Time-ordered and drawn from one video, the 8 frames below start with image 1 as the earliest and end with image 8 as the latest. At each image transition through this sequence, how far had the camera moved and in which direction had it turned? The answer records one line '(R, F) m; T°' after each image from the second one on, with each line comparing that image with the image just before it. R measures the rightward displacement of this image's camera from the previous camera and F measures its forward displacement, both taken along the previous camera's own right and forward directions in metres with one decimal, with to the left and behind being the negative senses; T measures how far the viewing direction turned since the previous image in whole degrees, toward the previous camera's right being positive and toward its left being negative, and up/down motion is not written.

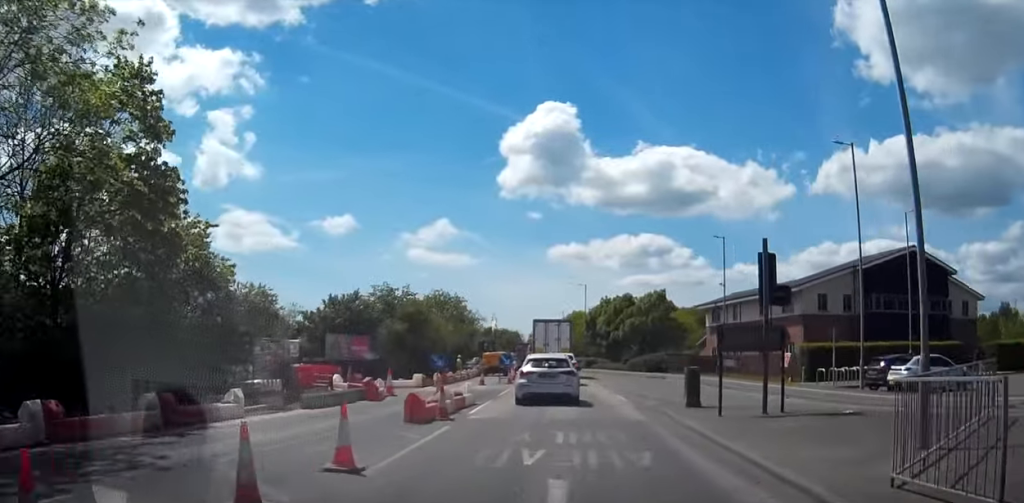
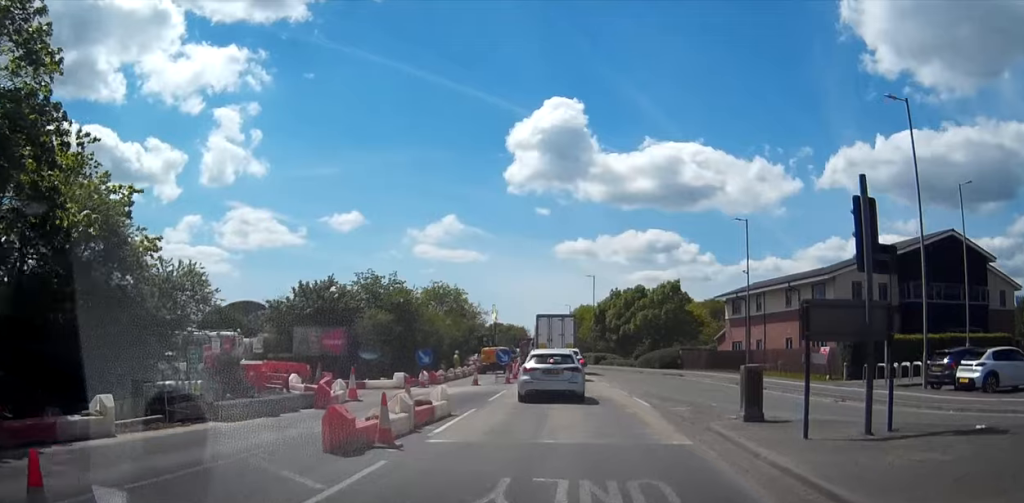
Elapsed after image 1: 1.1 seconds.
(-0.1, +5.2) m; -3°
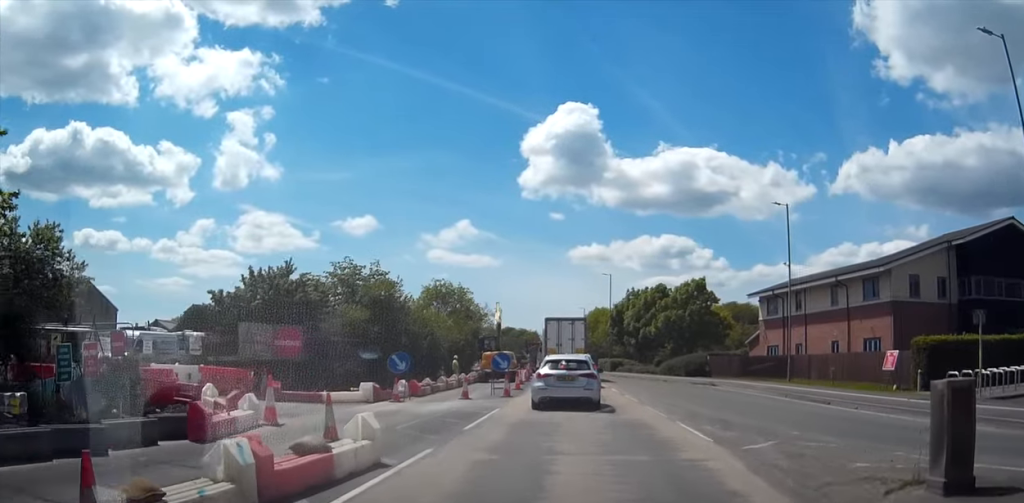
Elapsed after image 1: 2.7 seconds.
(-0.1, +6.4) m; -1°
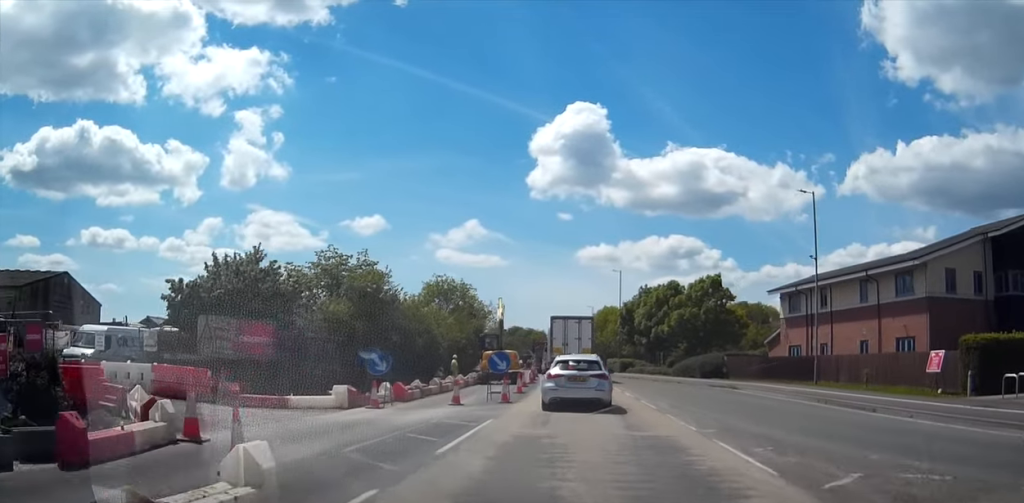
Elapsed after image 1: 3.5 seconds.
(0.0, +3.4) m; 0°
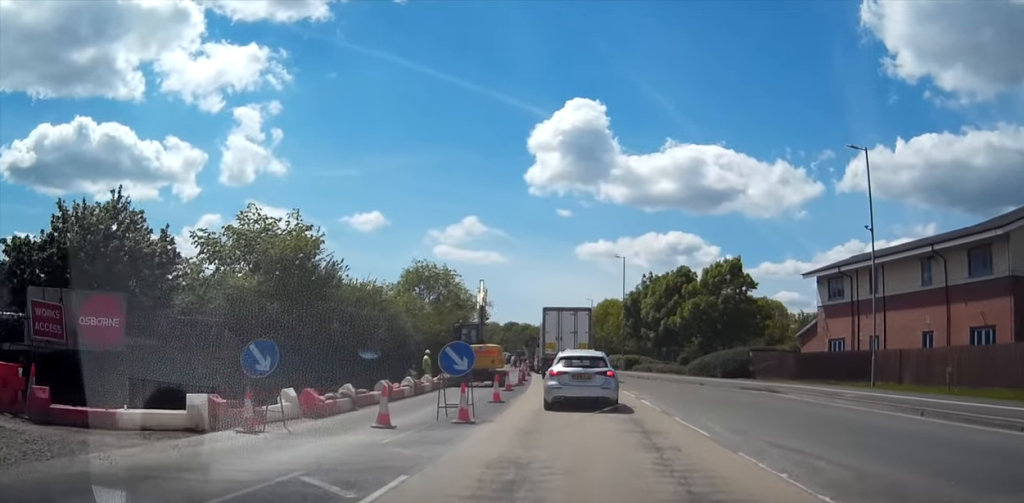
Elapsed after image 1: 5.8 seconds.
(0.0, +8.5) m; +2°
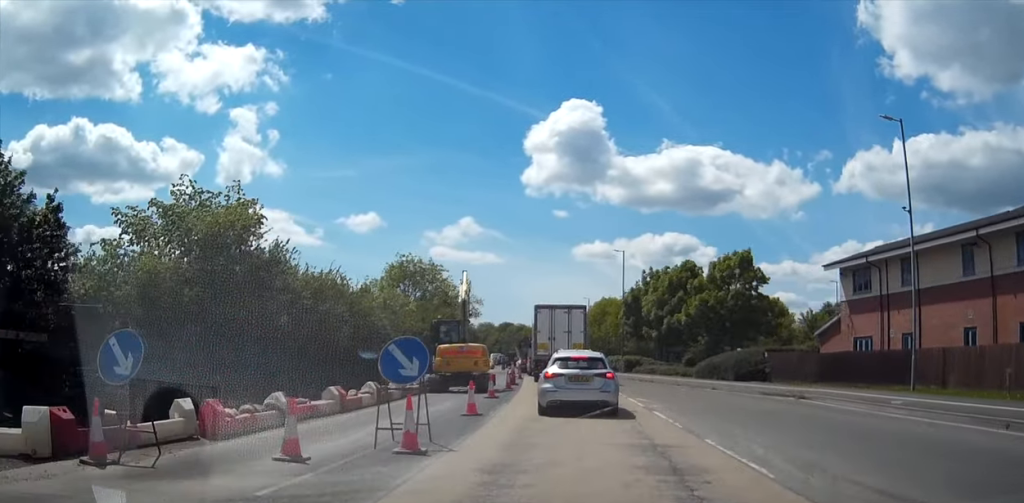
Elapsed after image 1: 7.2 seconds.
(+0.1, +4.3) m; +2°
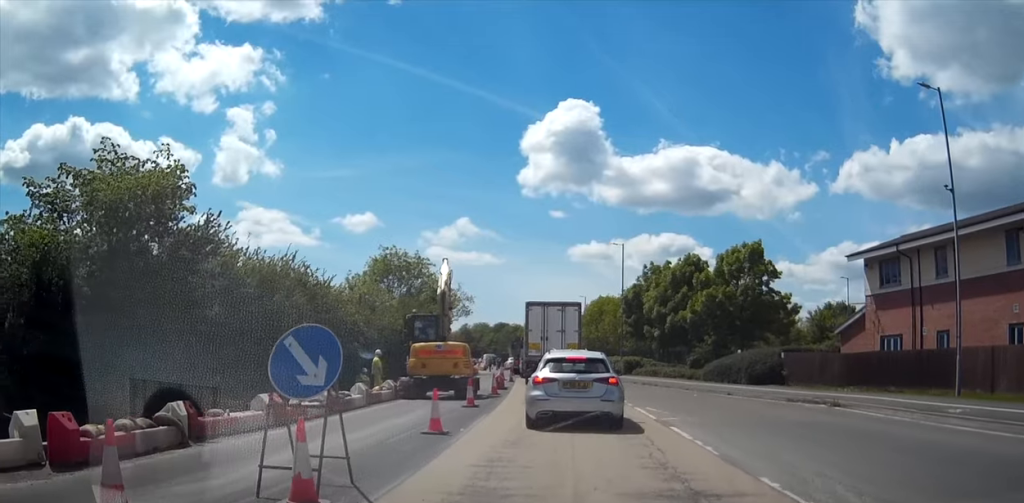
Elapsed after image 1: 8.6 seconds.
(0.0, +3.7) m; -3°
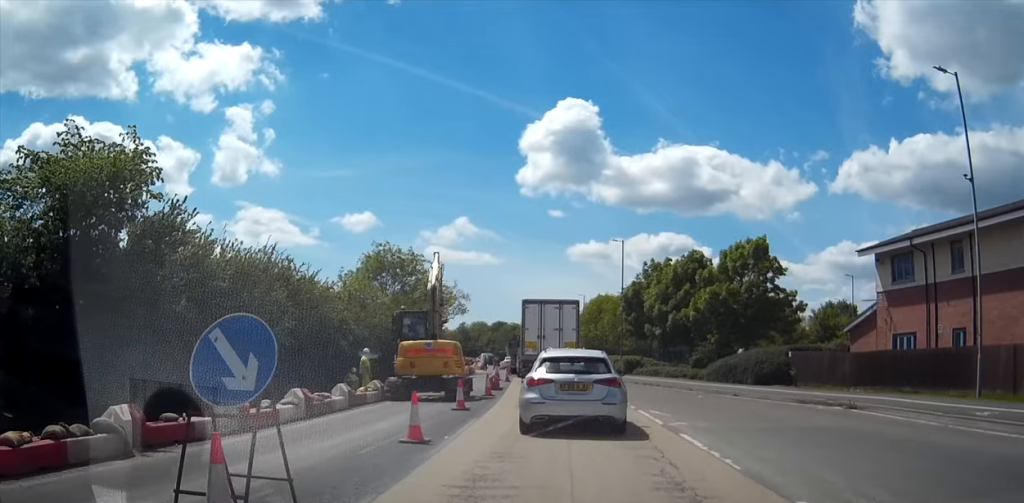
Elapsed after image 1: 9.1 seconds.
(-0.1, +1.4) m; -3°
